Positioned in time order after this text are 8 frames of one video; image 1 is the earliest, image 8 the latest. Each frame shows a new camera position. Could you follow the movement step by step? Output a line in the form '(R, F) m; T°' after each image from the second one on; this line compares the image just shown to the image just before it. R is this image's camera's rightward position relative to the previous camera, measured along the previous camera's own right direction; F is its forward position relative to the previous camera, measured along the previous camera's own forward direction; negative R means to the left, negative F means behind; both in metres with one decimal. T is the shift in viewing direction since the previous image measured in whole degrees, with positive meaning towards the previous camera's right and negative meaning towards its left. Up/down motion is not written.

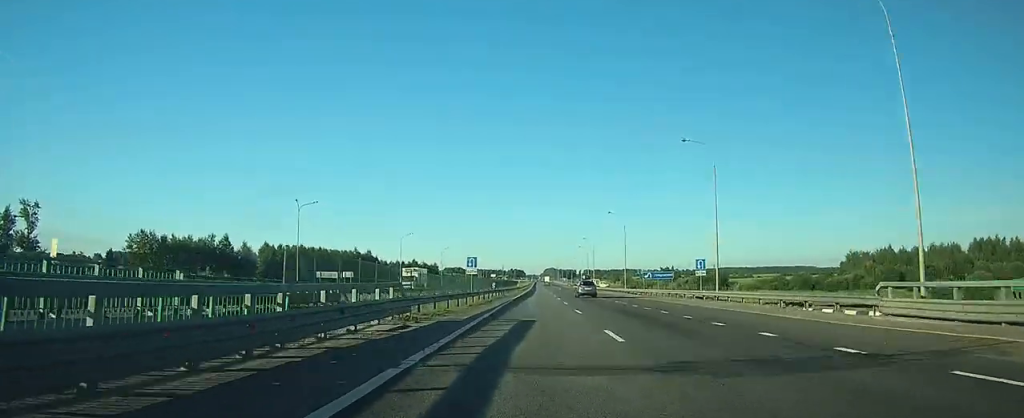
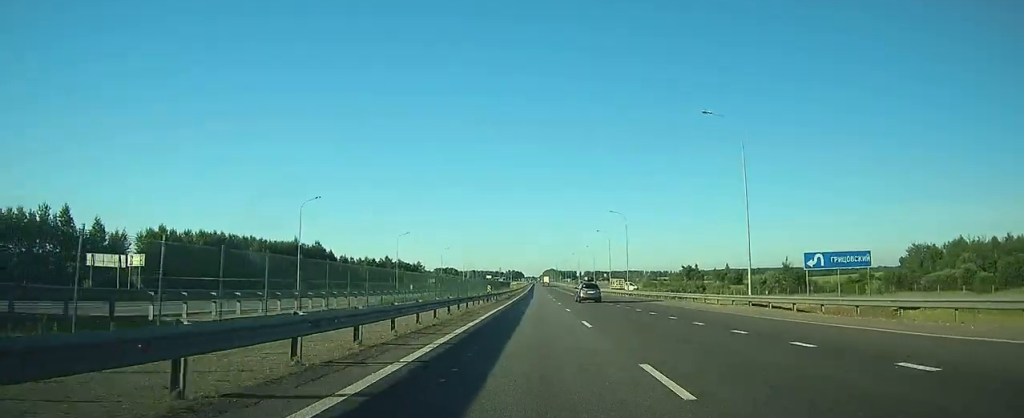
(-0.1, +53.9) m; 0°
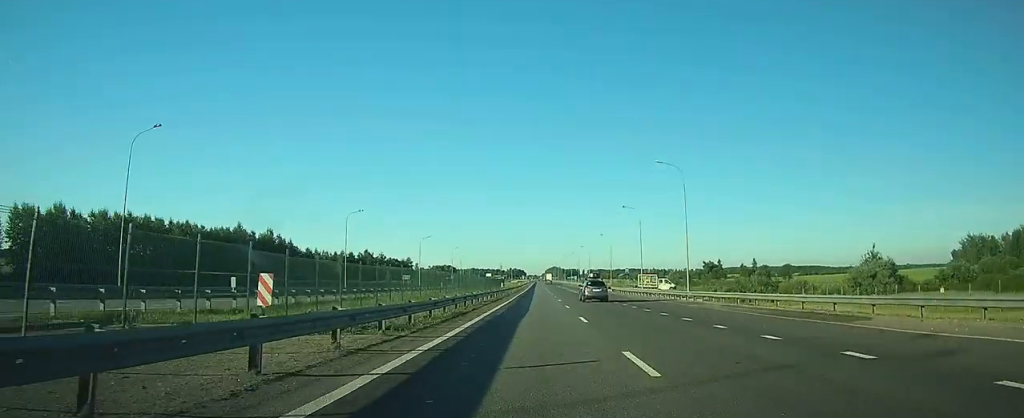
(0.0, +34.1) m; 0°
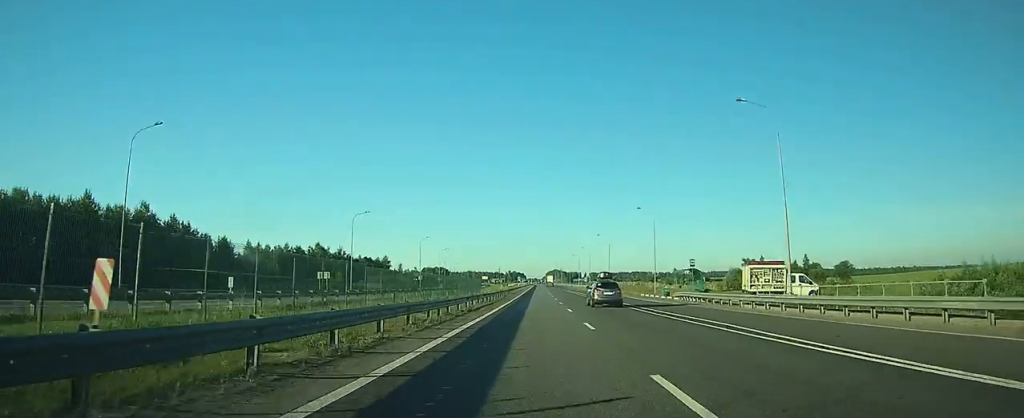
(-0.1, +50.6) m; 0°
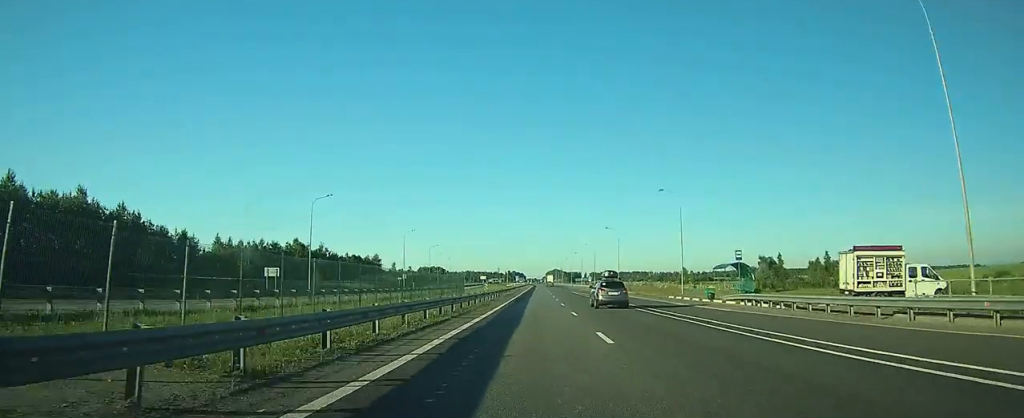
(0.0, +16.2) m; 0°
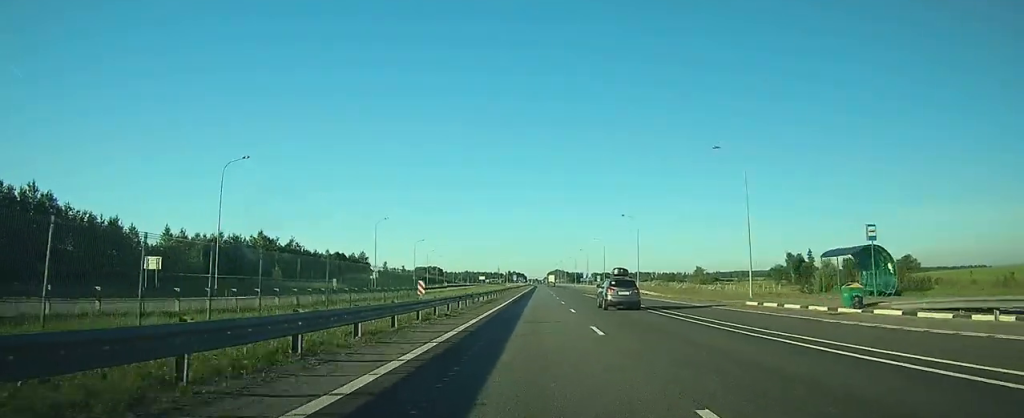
(0.0, +22.1) m; 0°
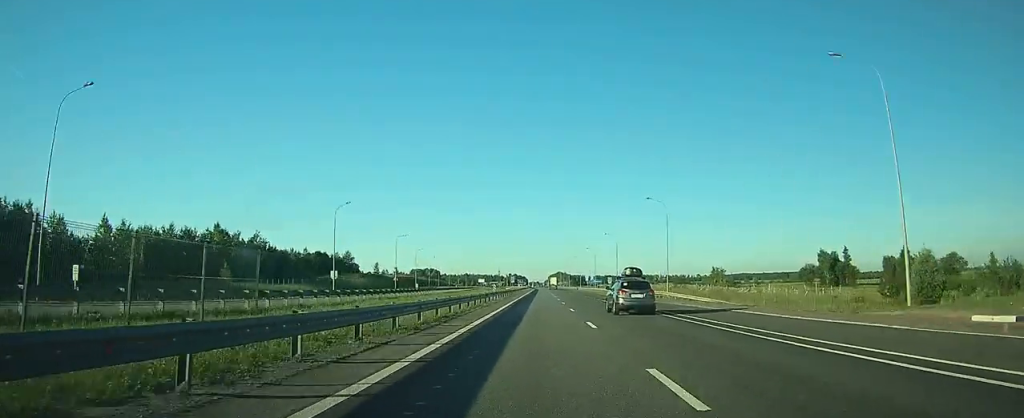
(0.0, +21.0) m; 0°
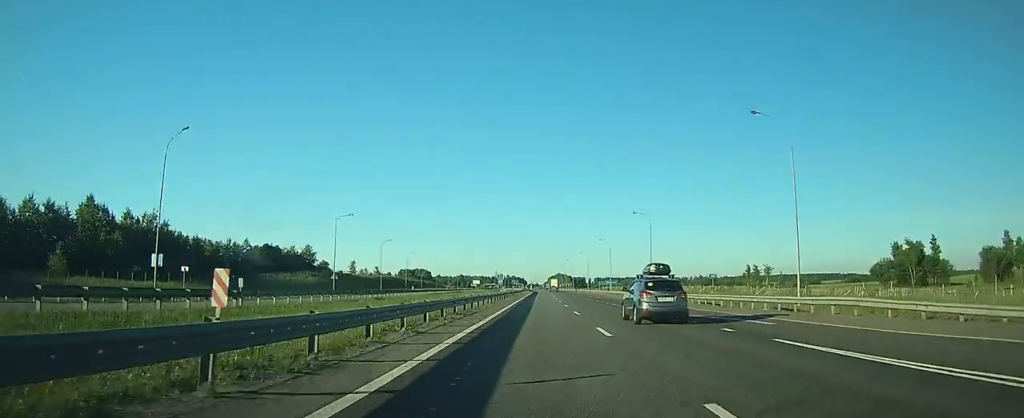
(+0.1, +38.7) m; 0°
